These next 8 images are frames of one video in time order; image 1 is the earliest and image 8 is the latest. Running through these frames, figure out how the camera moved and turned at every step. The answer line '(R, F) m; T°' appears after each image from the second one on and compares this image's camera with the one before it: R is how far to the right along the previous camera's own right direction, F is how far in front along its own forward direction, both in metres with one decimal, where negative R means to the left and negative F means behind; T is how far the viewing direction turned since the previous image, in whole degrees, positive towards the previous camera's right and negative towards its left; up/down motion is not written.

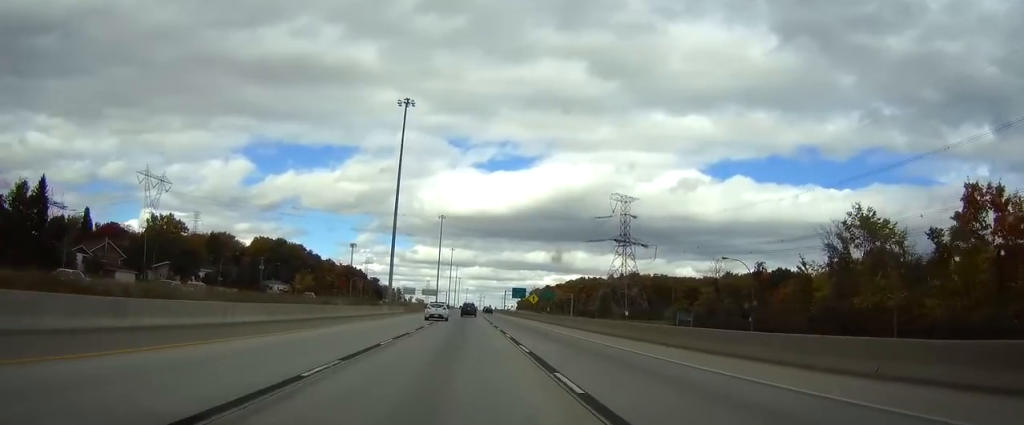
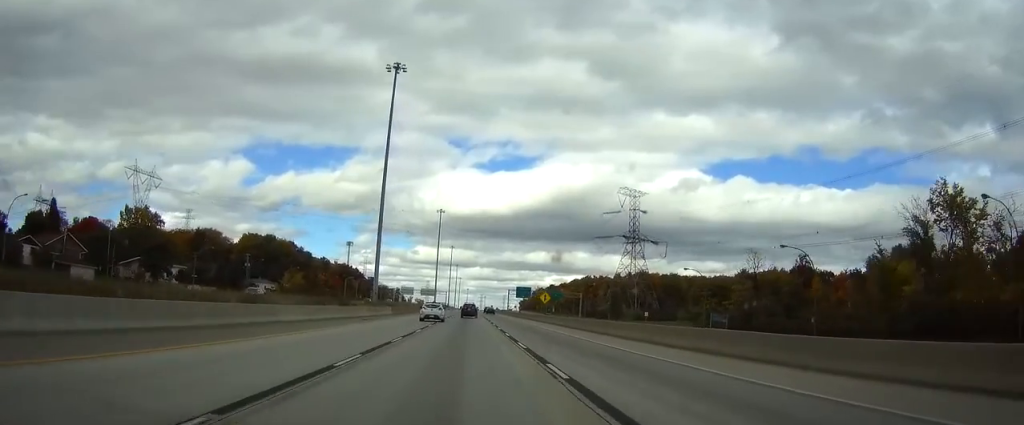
(0.0, +14.3) m; 0°
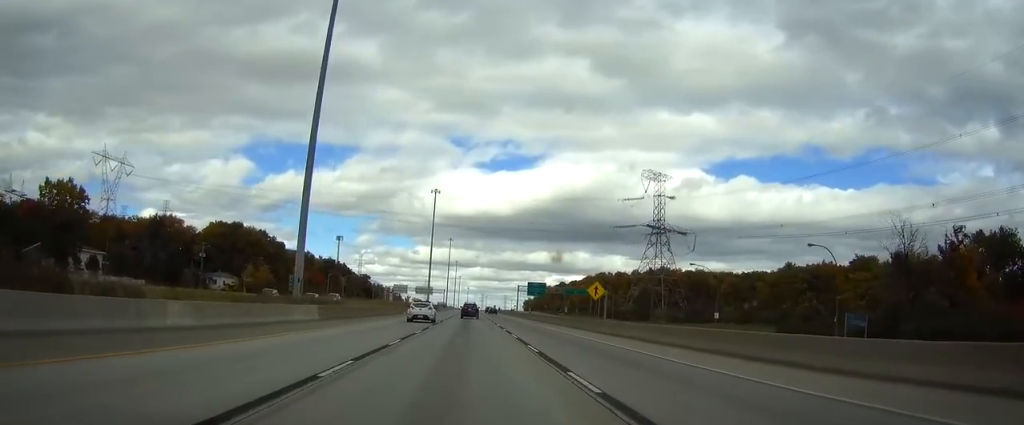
(0.0, +34.3) m; 0°
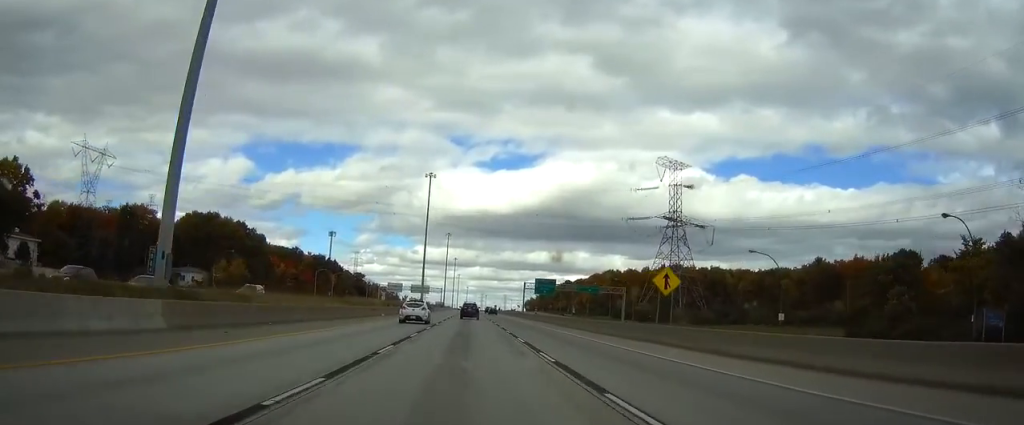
(0.0, +19.0) m; 0°
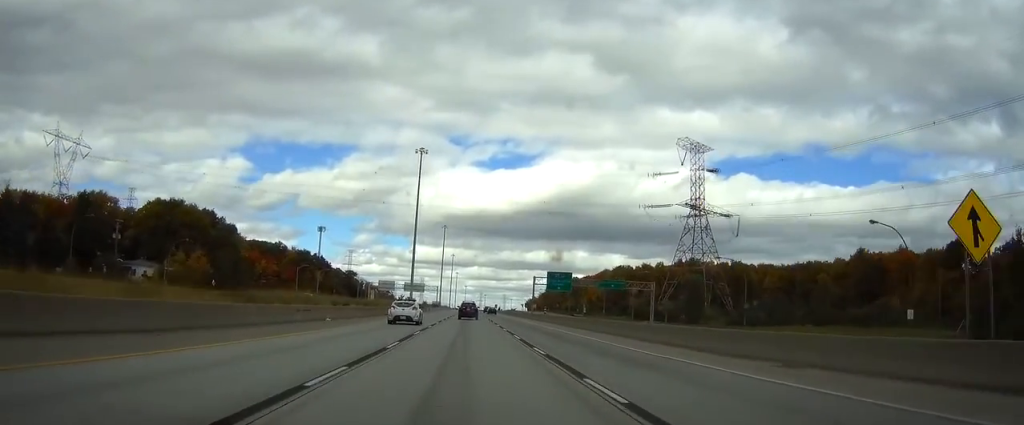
(0.0, +22.9) m; 0°
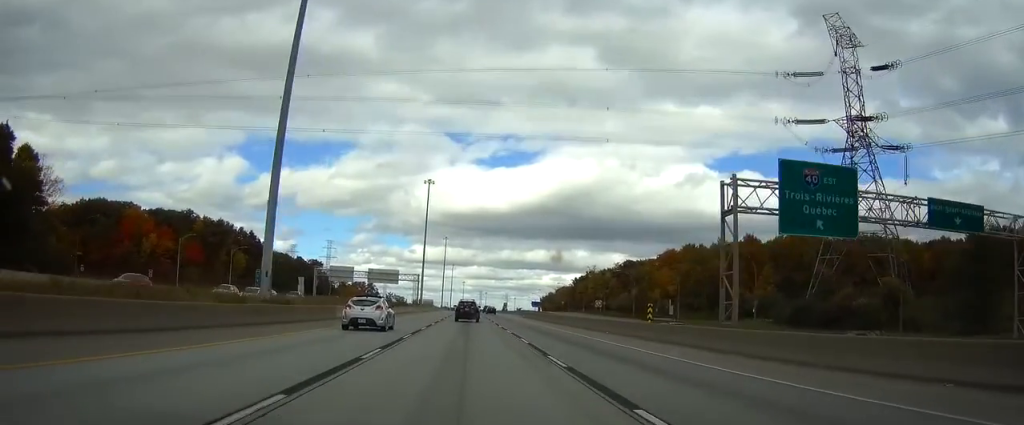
(0.0, +87.6) m; 0°
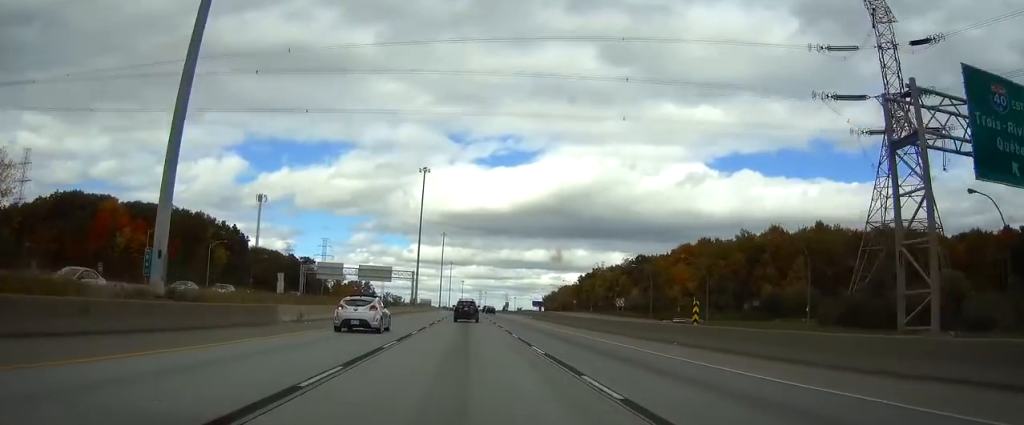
(0.0, +13.3) m; 0°
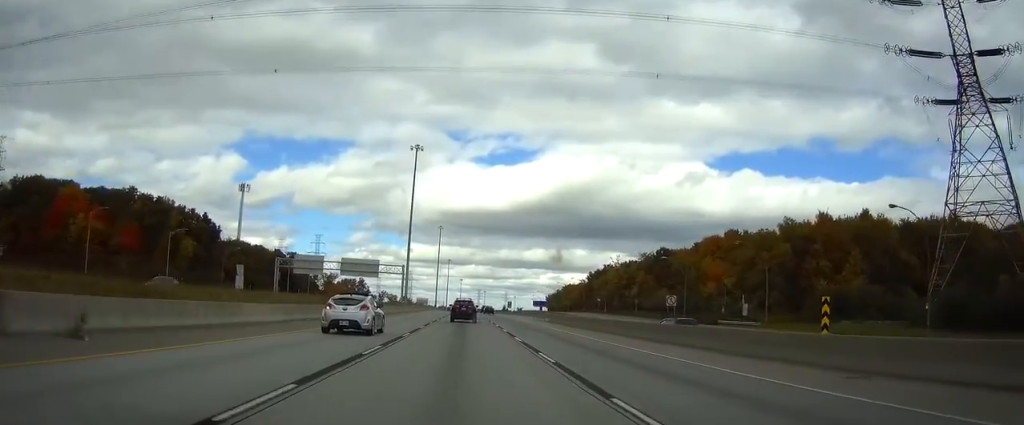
(0.0, +20.0) m; 0°
